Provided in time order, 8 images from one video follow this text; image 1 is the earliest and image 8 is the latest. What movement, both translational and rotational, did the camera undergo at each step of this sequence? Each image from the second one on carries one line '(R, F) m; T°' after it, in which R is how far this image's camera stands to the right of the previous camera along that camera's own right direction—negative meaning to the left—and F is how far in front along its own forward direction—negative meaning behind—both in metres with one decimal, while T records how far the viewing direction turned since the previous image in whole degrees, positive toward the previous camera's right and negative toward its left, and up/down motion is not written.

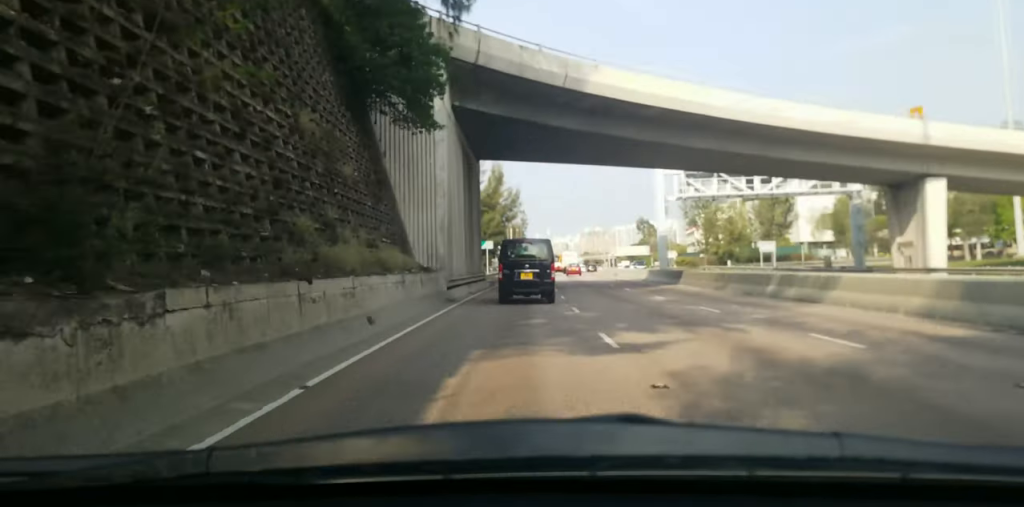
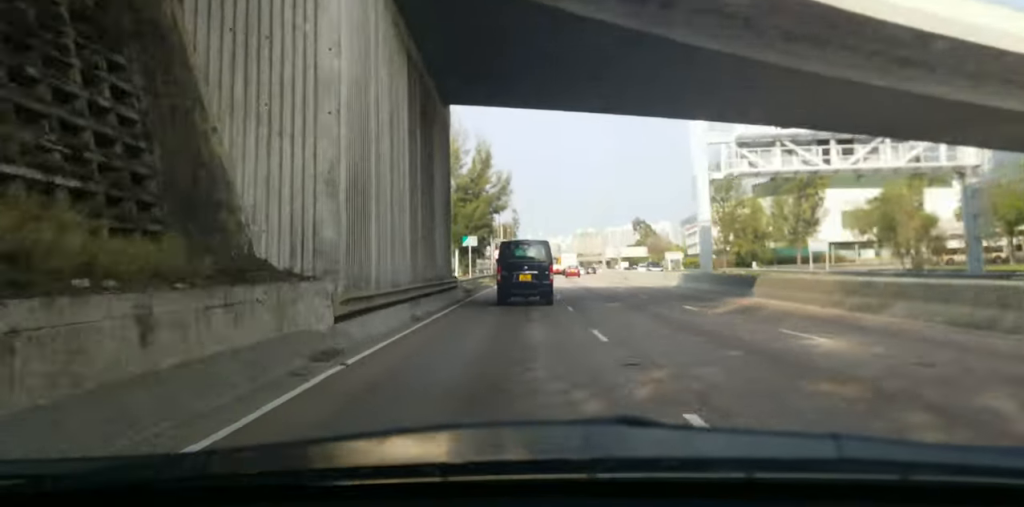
(0.0, +14.8) m; 0°
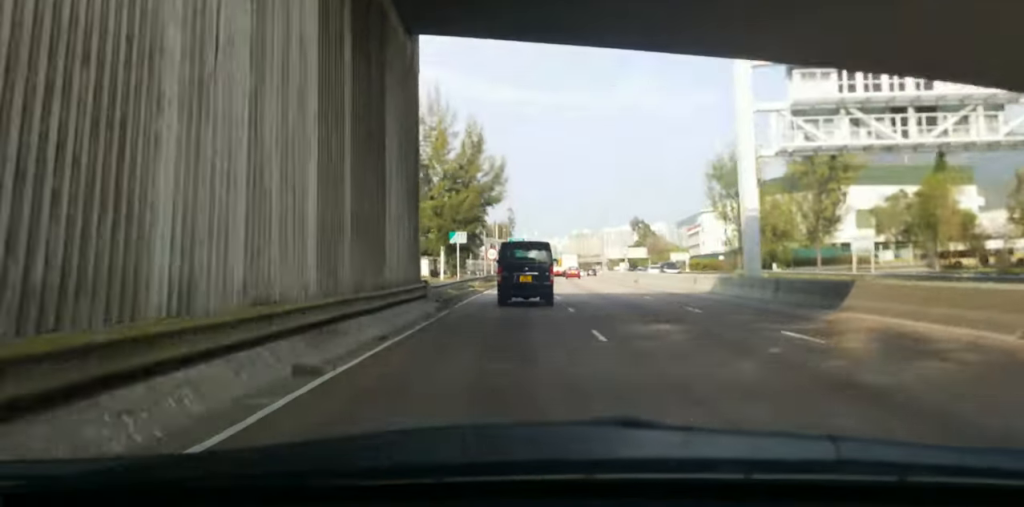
(-0.1, +8.6) m; -1°
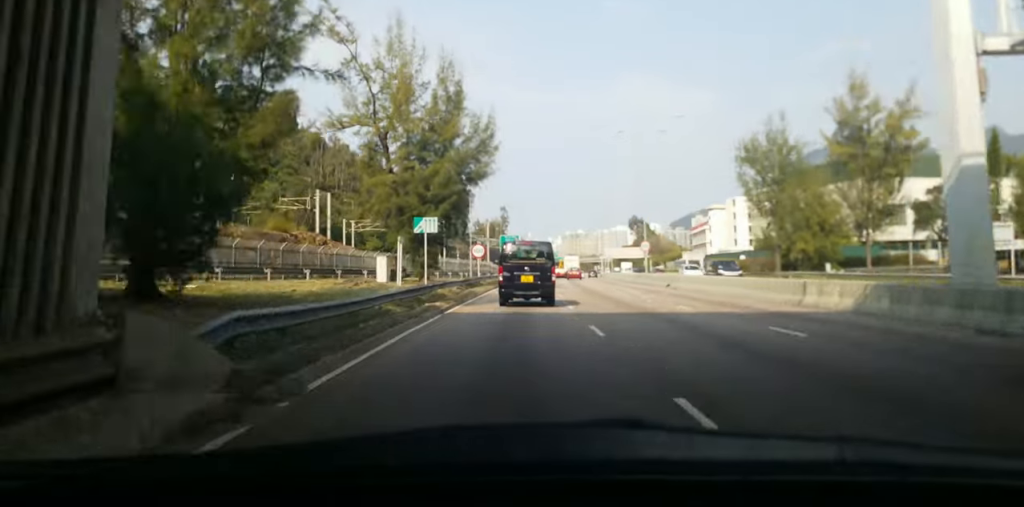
(-0.1, +15.7) m; 0°
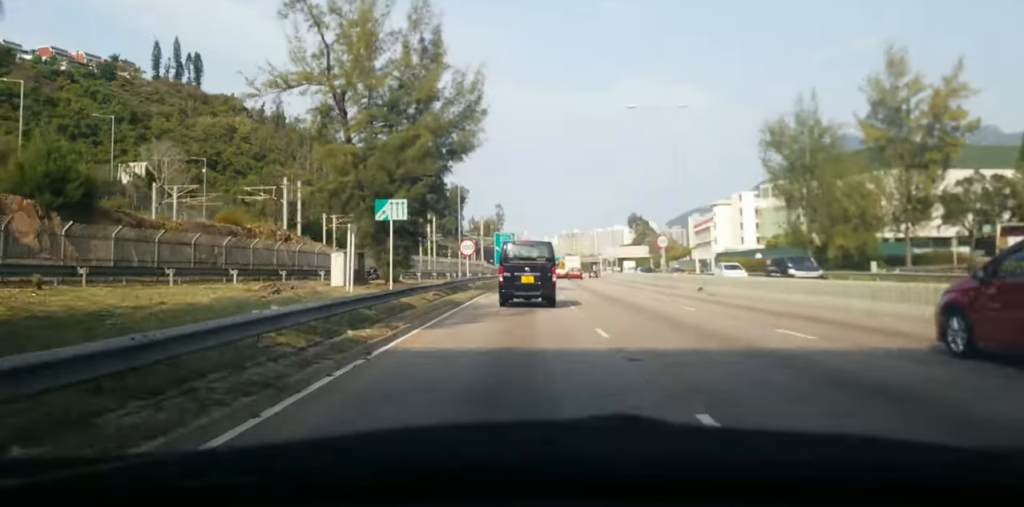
(-0.1, +8.7) m; 0°
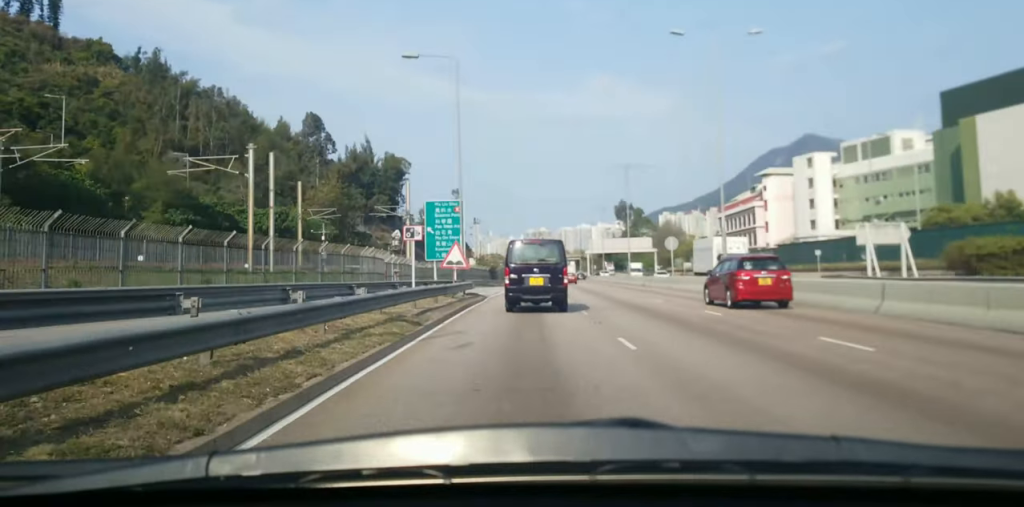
(0.0, +64.9) m; +1°
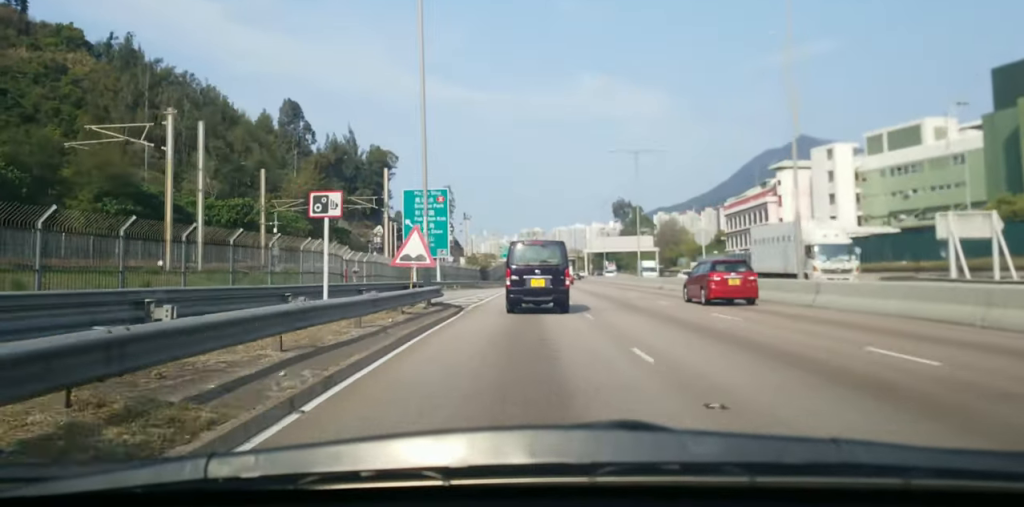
(+0.2, +10.4) m; +1°
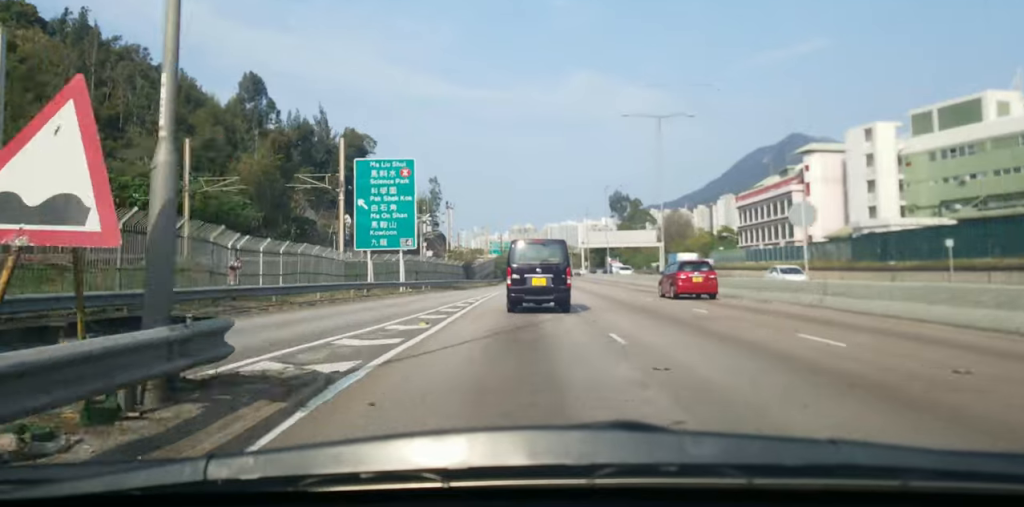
(+0.1, +15.8) m; +1°
